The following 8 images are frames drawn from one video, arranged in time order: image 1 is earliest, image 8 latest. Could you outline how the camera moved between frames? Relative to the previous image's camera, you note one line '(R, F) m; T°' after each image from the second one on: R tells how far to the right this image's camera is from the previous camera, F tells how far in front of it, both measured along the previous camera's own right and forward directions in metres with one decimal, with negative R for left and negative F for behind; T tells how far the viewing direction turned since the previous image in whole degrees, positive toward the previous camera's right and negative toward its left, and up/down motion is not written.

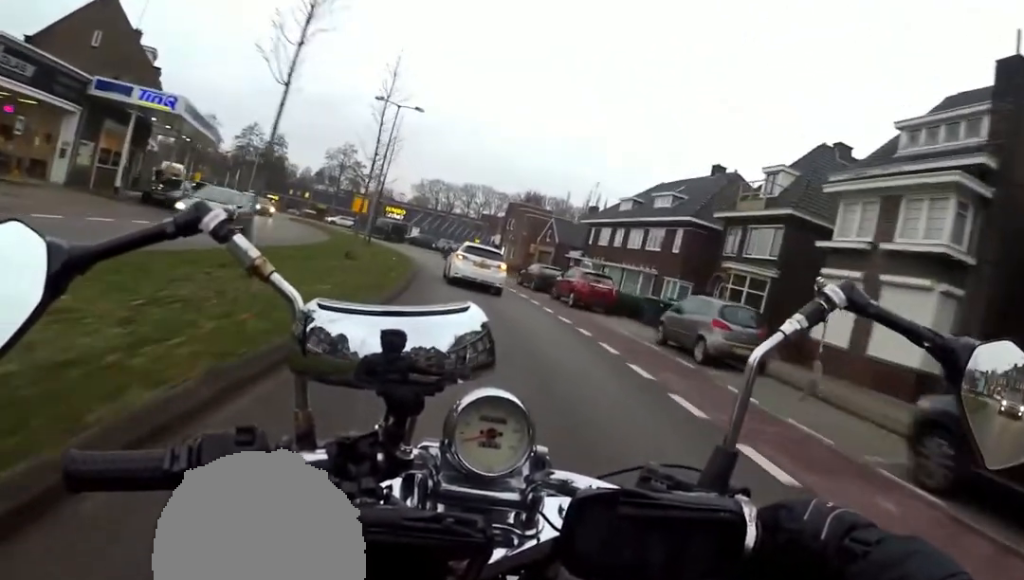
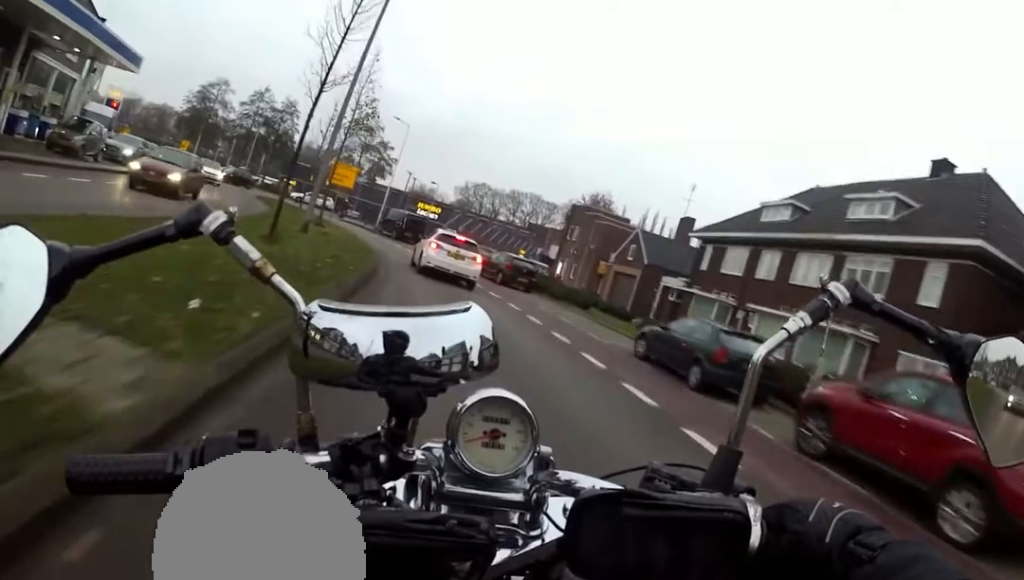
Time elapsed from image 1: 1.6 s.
(-1.1, +17.6) m; -10°
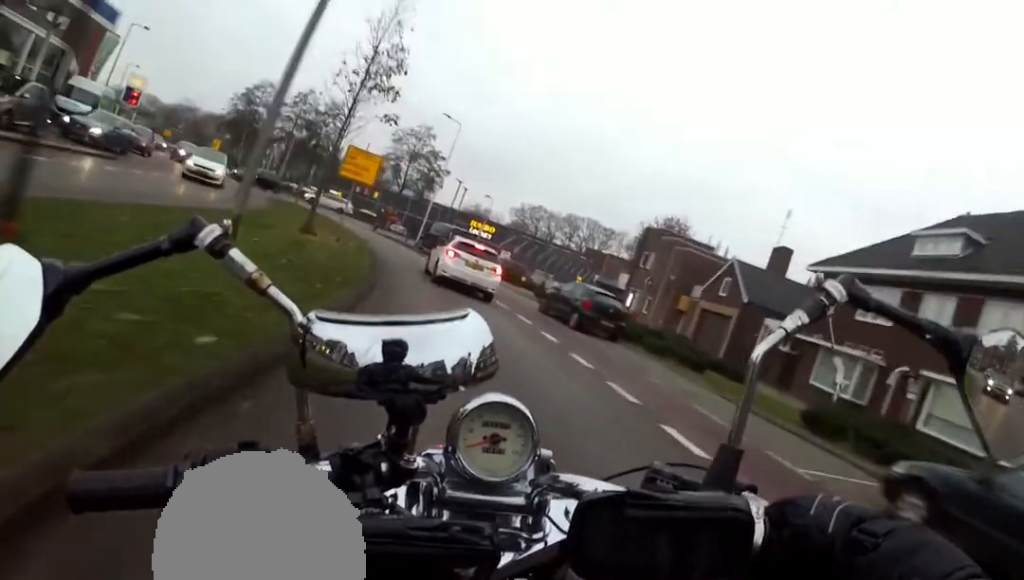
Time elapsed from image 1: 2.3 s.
(-0.4, +7.2) m; -4°
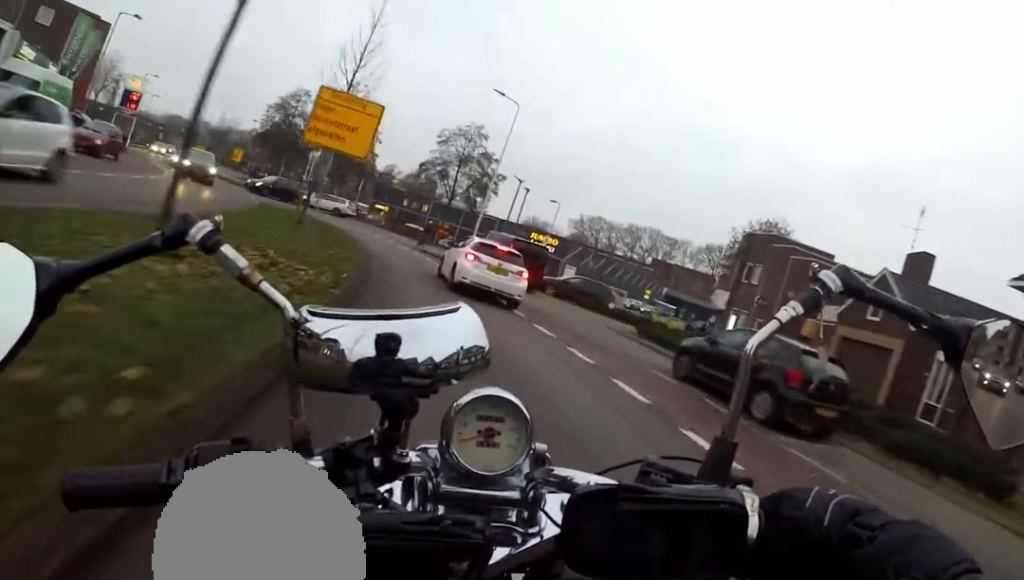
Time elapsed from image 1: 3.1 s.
(-0.4, +8.2) m; -10°
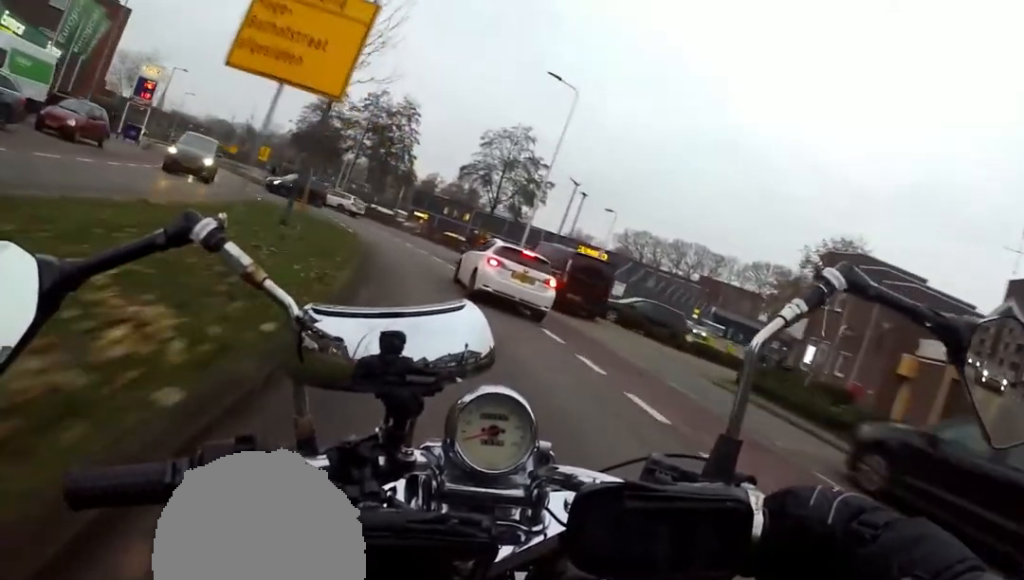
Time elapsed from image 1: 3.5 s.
(+0.4, +4.1) m; -7°
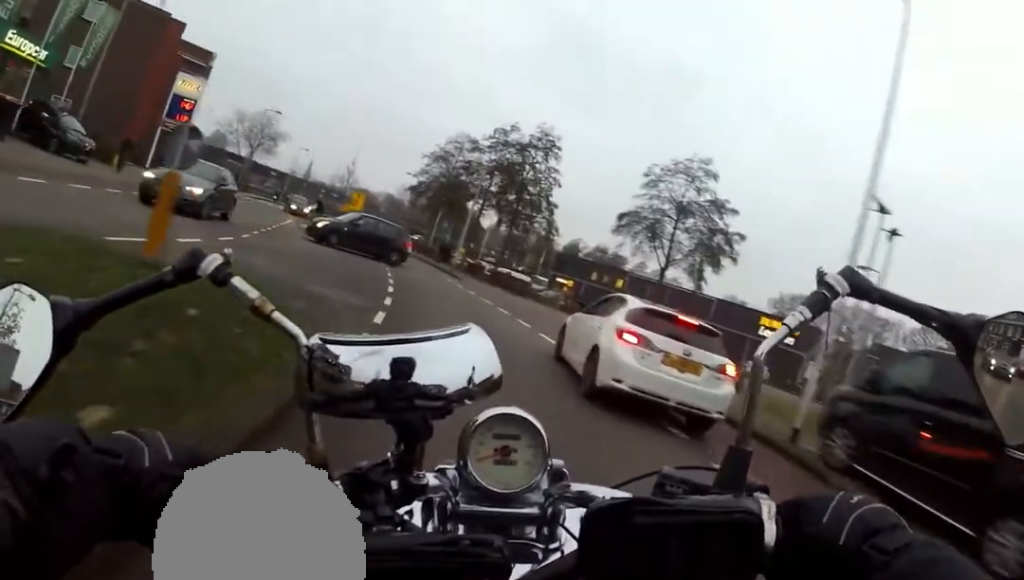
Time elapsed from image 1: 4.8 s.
(-2.2, +11.7) m; -8°
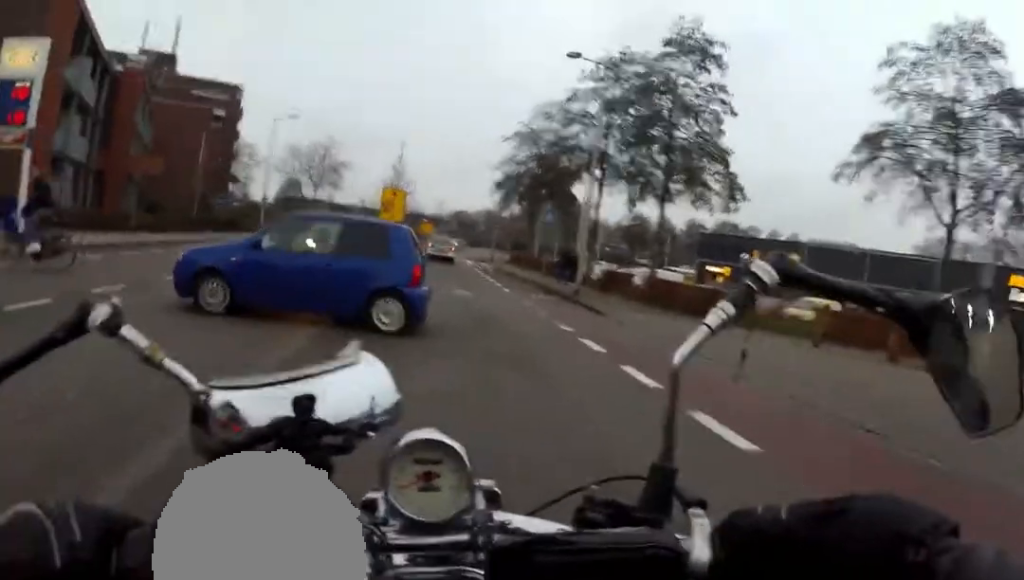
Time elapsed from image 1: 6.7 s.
(-0.3, +12.0) m; -17°
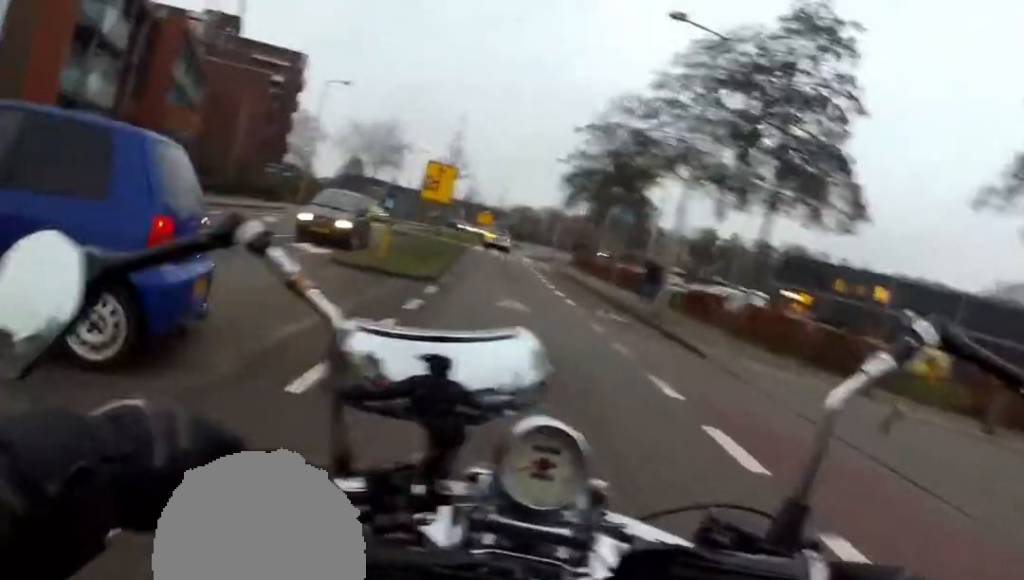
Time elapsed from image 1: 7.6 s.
(-0.6, +4.3) m; -5°
